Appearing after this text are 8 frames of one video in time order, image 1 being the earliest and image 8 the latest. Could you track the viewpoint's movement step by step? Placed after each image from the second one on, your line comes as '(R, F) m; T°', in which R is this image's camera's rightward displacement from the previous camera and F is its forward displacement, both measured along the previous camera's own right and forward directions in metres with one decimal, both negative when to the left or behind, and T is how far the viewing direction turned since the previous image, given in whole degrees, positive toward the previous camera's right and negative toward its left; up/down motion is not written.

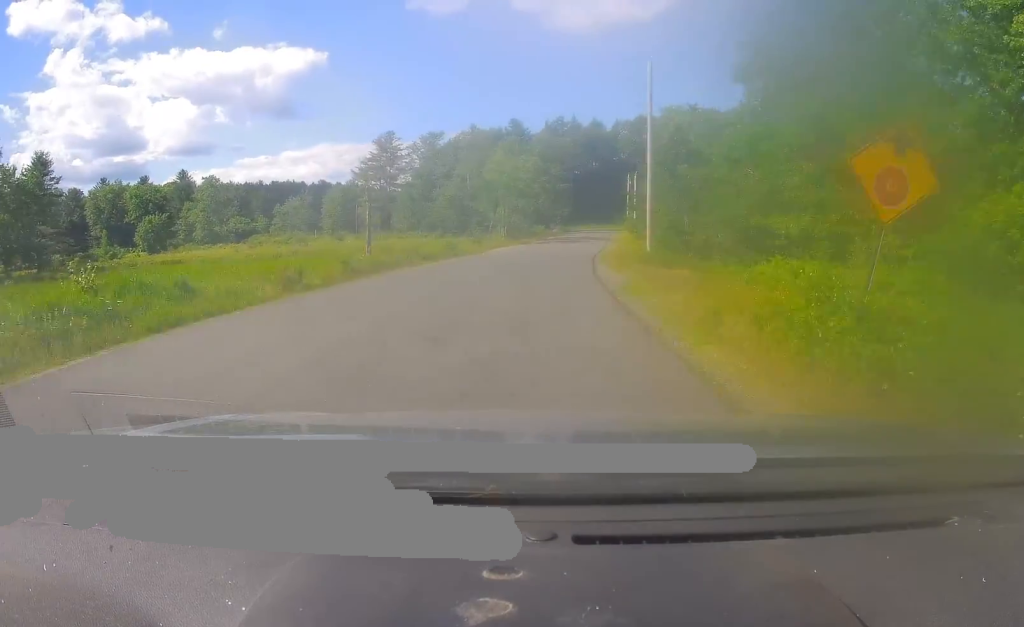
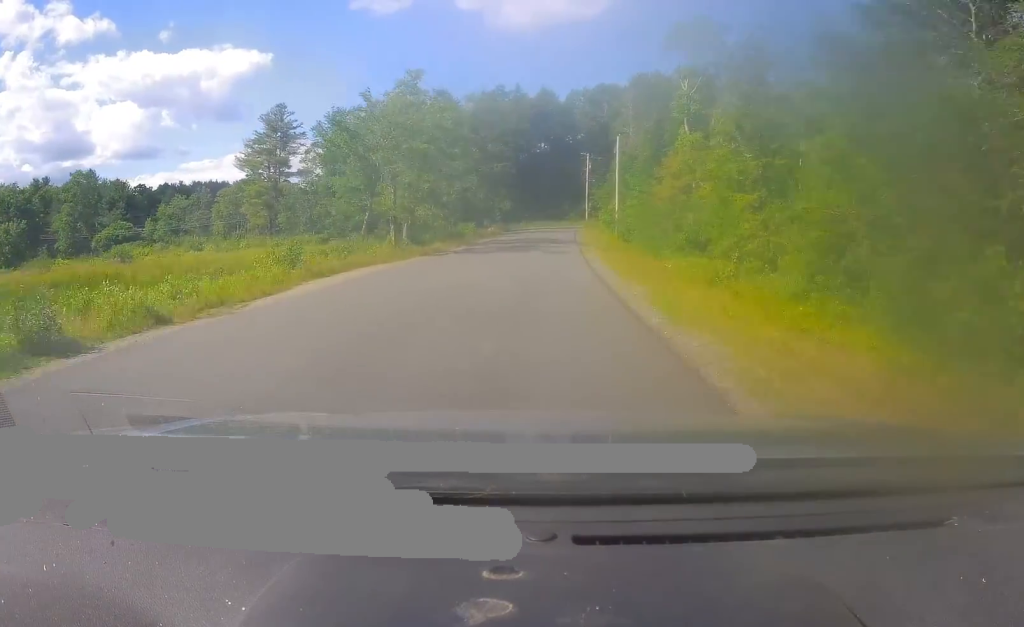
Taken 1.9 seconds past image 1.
(+1.9, +33.3) m; +5°
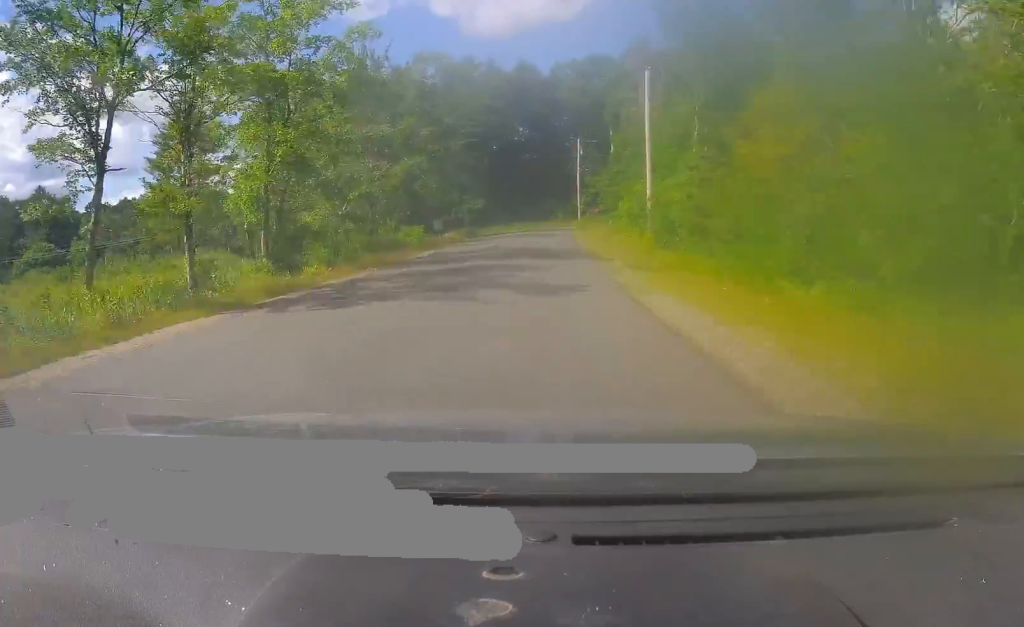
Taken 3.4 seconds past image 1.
(+0.5, +23.6) m; +2°
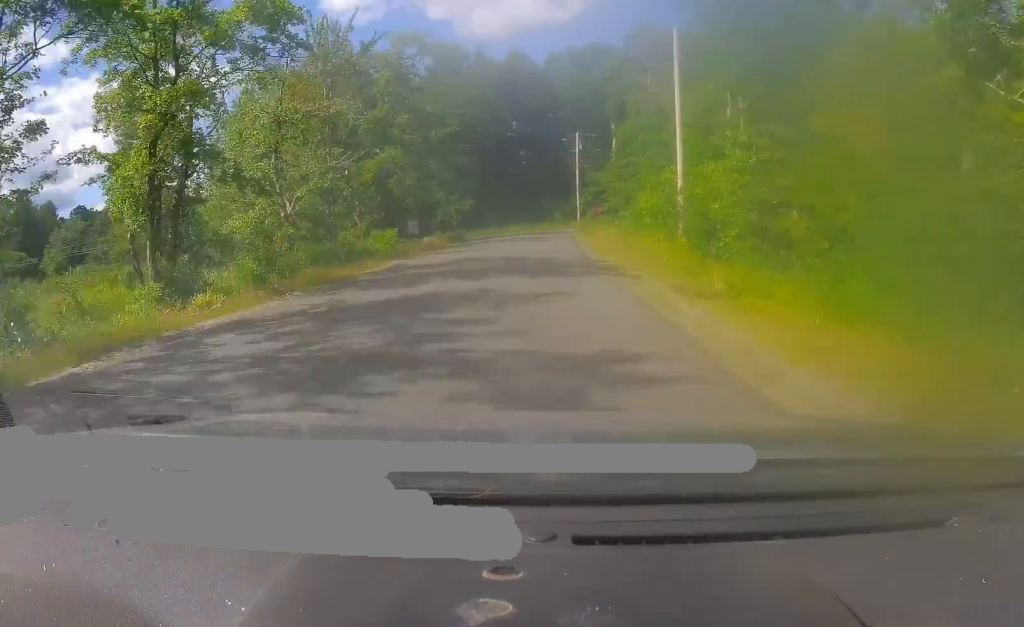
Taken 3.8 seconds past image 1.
(+0.1, +7.4) m; 0°
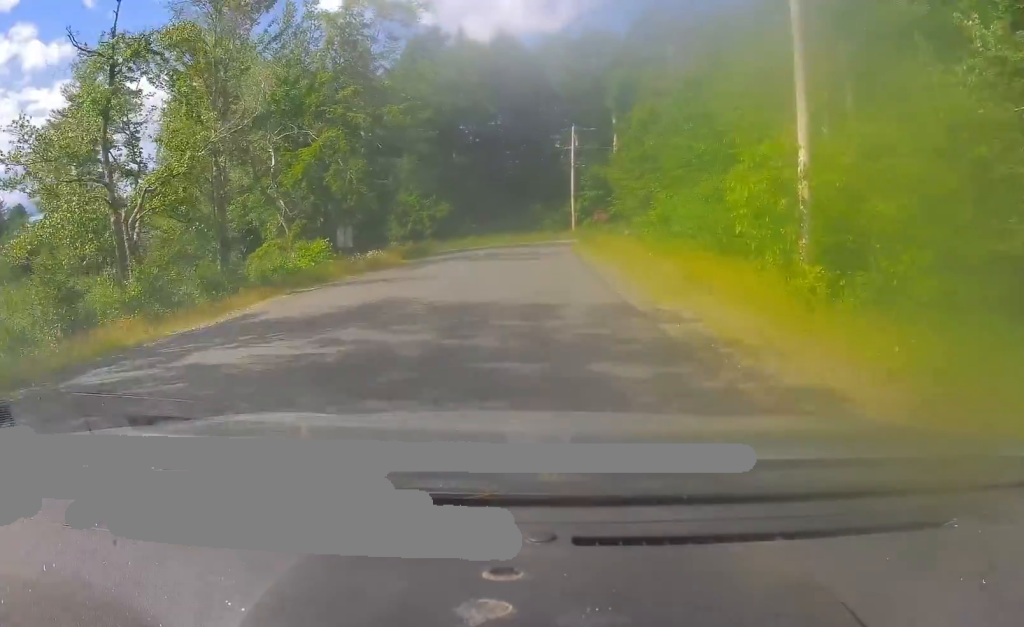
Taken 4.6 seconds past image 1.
(0.0, +12.0) m; 0°
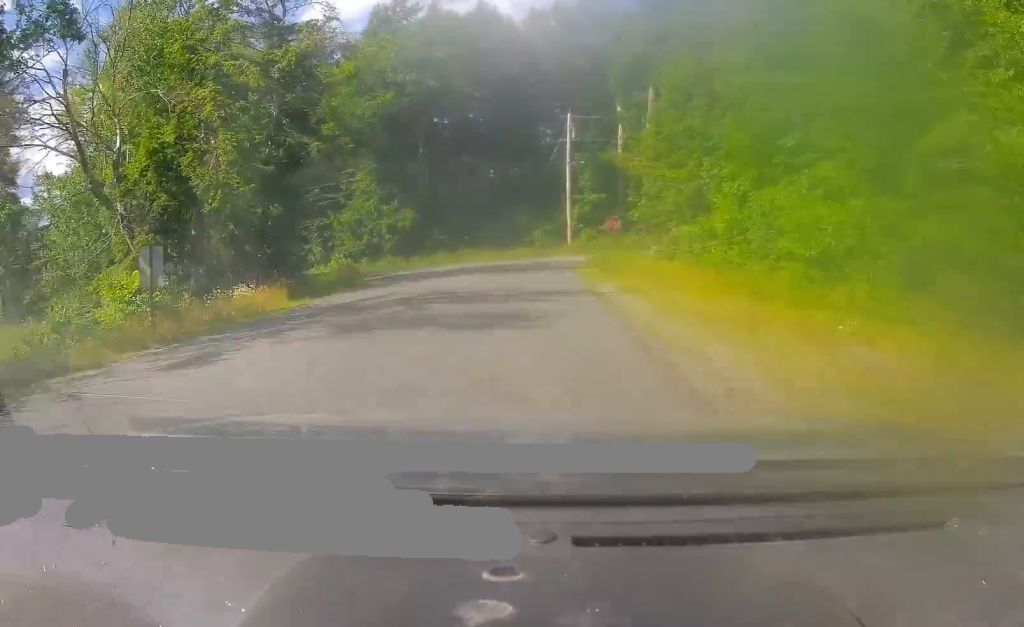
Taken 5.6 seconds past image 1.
(+0.1, +13.8) m; +1°
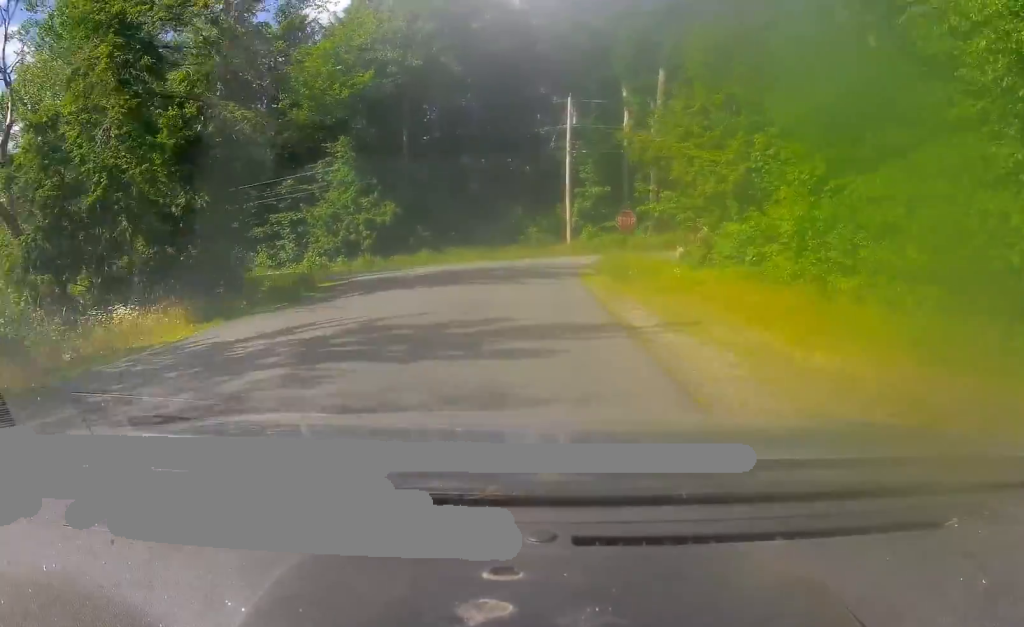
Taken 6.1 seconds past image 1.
(0.0, +6.1) m; +1°
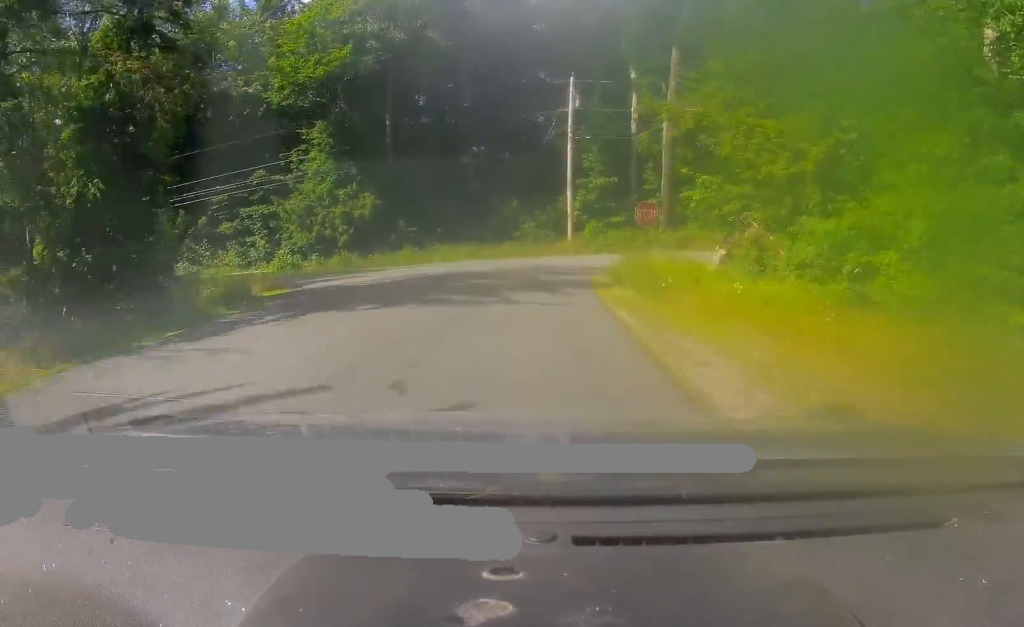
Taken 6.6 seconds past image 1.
(+0.1, +5.4) m; 0°
